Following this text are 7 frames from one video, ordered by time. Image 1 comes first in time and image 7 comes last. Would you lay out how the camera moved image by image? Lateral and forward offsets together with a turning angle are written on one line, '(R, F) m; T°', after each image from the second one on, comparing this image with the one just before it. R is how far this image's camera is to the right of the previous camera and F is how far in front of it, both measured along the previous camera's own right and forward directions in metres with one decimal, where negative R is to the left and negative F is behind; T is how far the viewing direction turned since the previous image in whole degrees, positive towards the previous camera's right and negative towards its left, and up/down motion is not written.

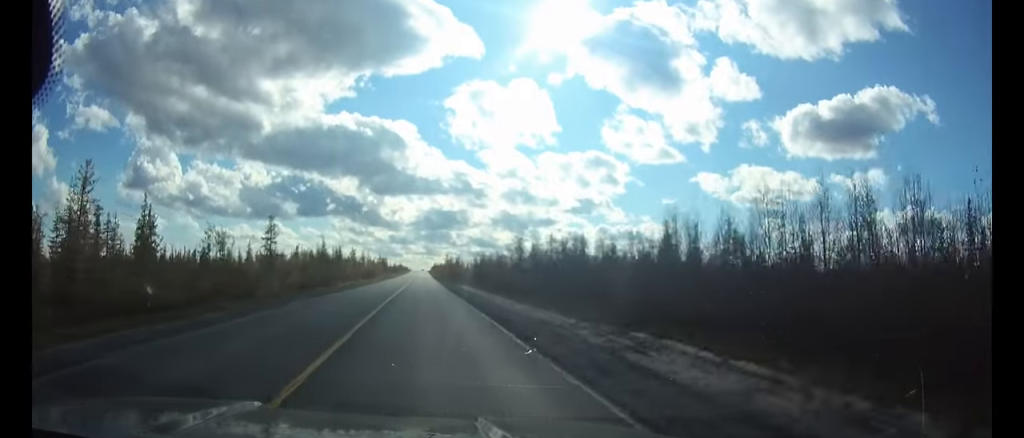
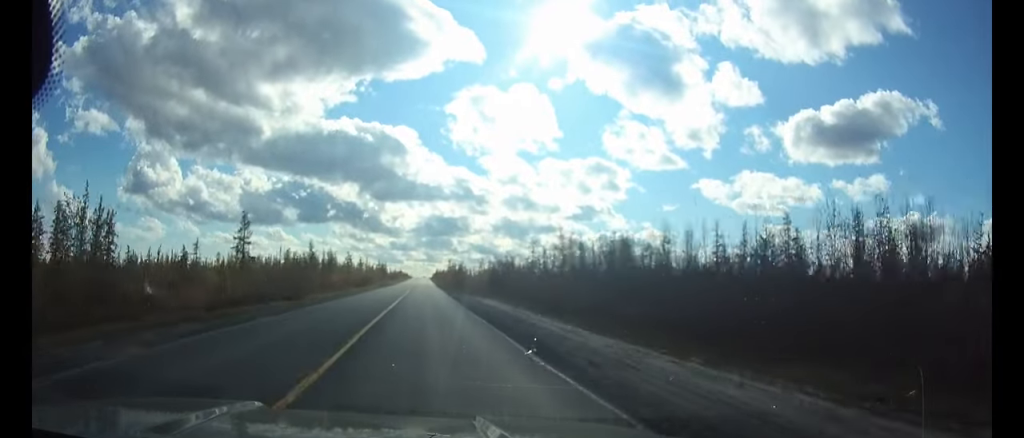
(0.0, +18.6) m; 0°
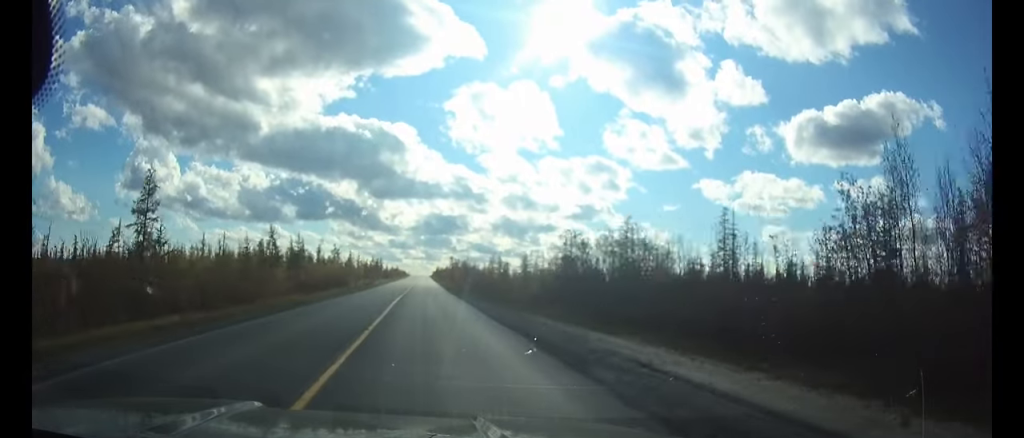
(0.0, +38.1) m; 0°
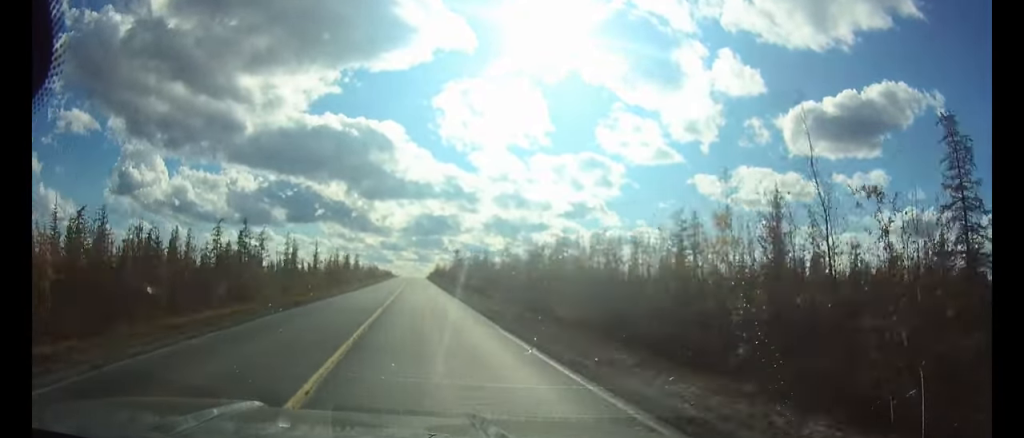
(+0.6, +101.1) m; 0°
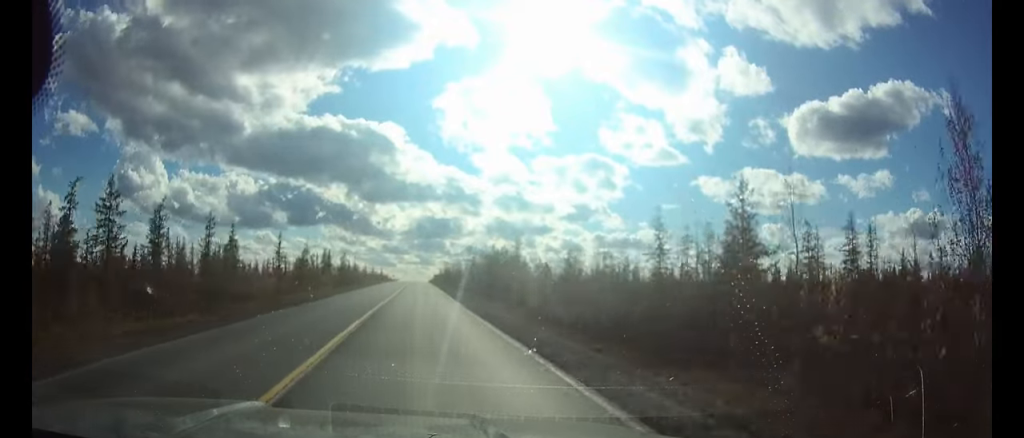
(-0.1, +48.4) m; 0°
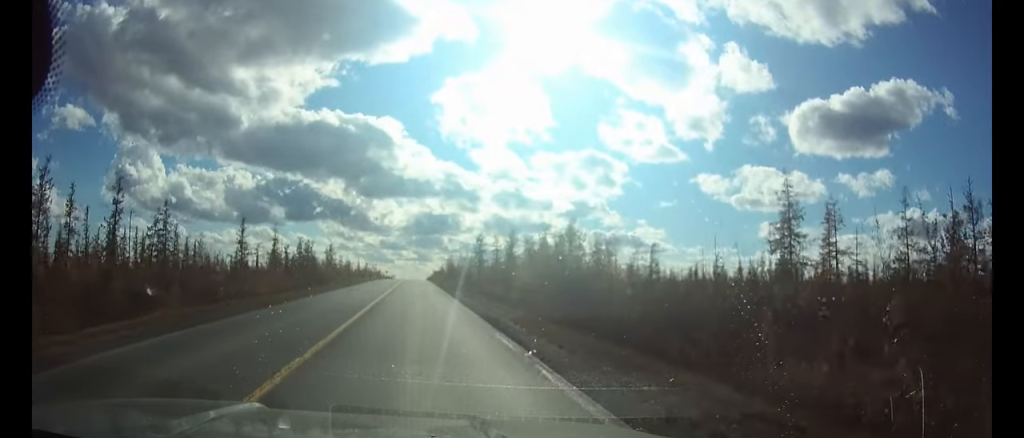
(0.0, +25.5) m; 0°
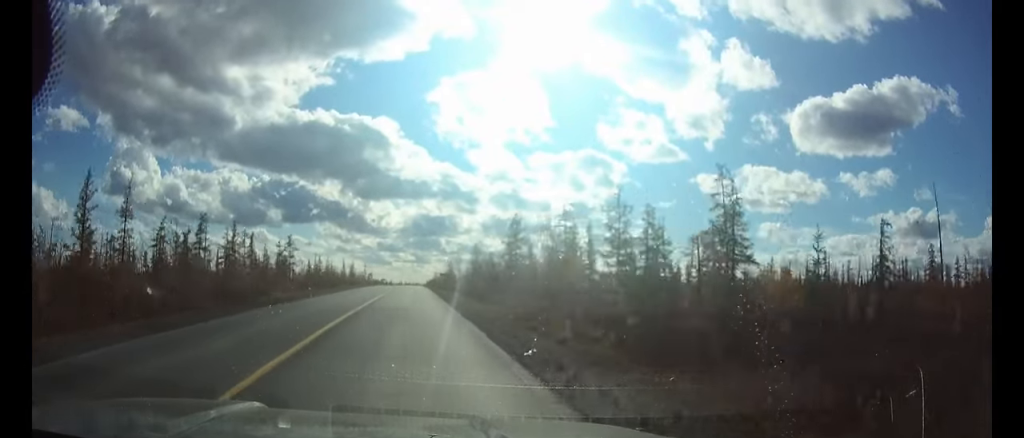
(0.0, +50.4) m; 0°
